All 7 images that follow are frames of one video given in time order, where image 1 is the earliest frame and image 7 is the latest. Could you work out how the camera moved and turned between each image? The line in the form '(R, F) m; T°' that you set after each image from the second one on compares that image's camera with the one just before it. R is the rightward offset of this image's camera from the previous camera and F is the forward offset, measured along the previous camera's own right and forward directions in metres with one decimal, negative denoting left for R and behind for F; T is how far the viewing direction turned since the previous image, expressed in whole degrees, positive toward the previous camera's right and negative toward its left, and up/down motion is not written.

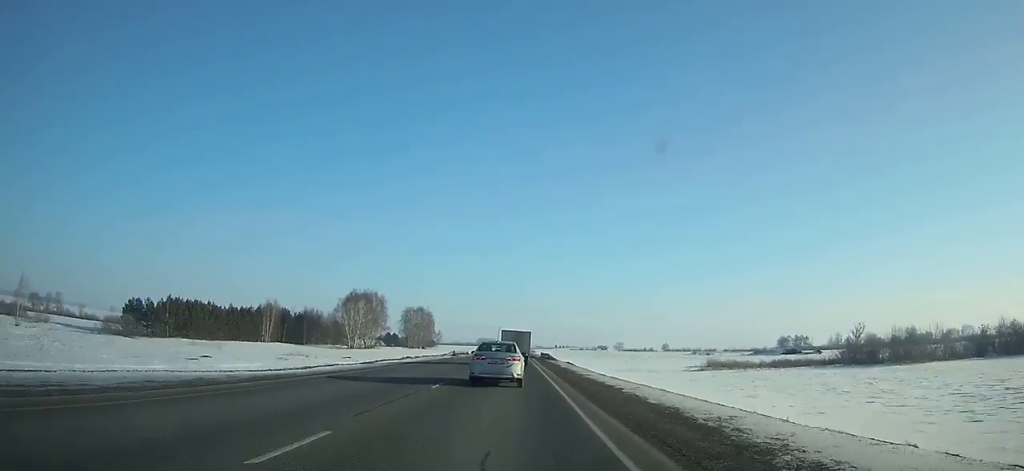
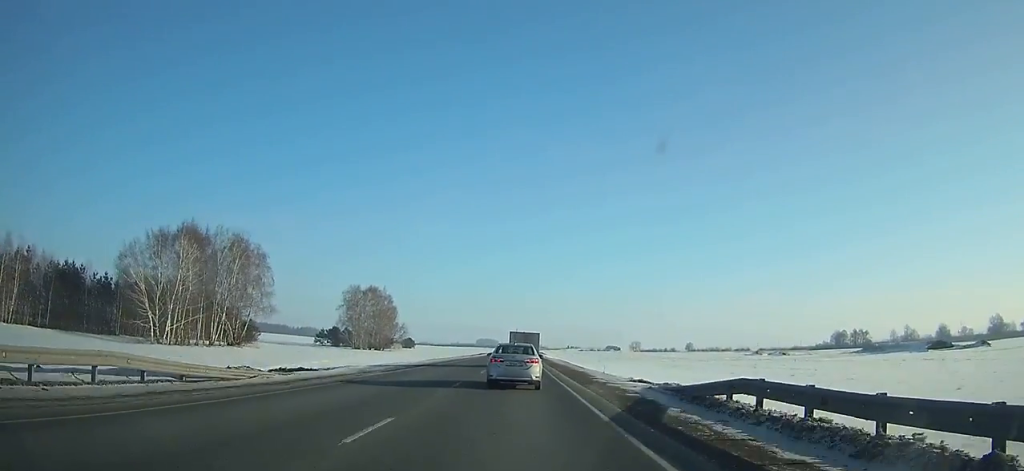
(-0.2, +93.6) m; 0°
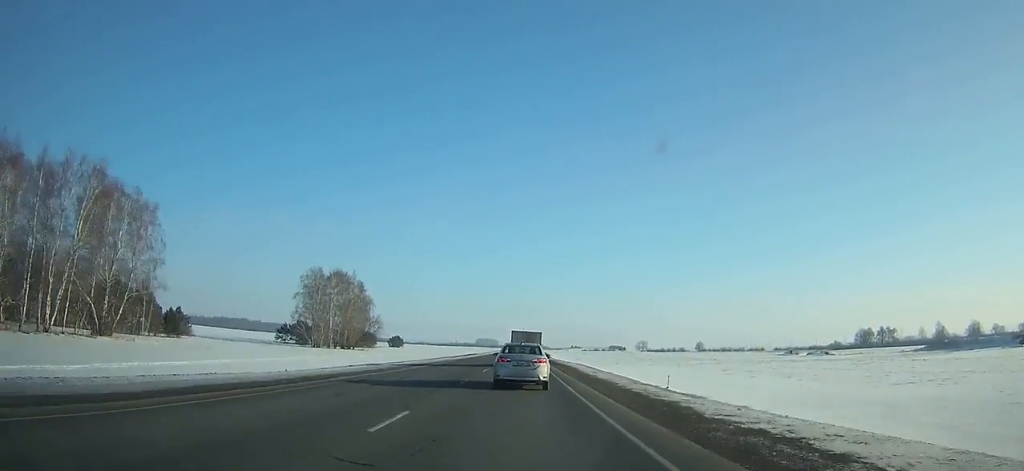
(+0.1, +34.8) m; 0°
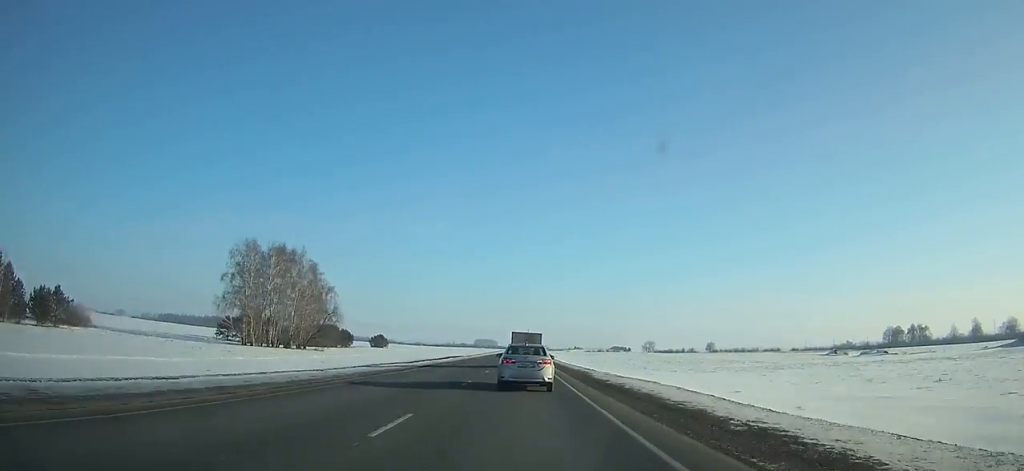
(+0.2, +36.4) m; 0°
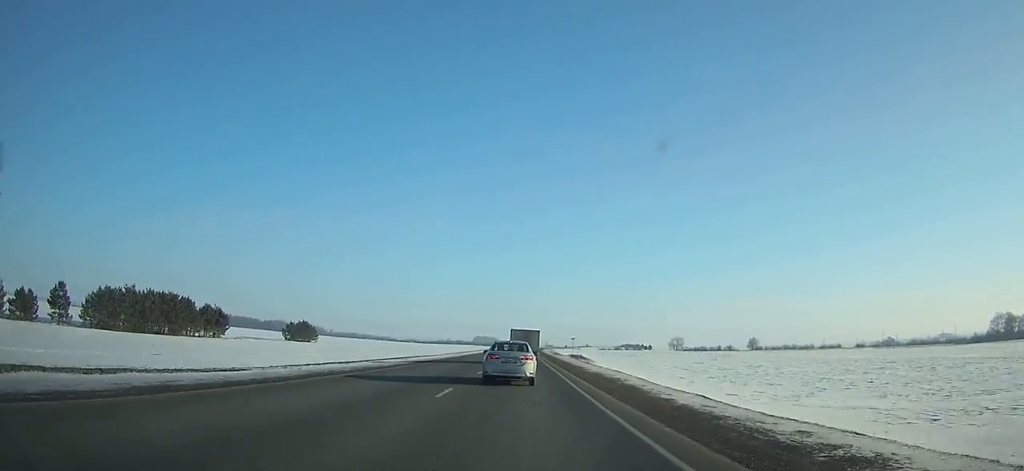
(0.0, +101.4) m; 0°
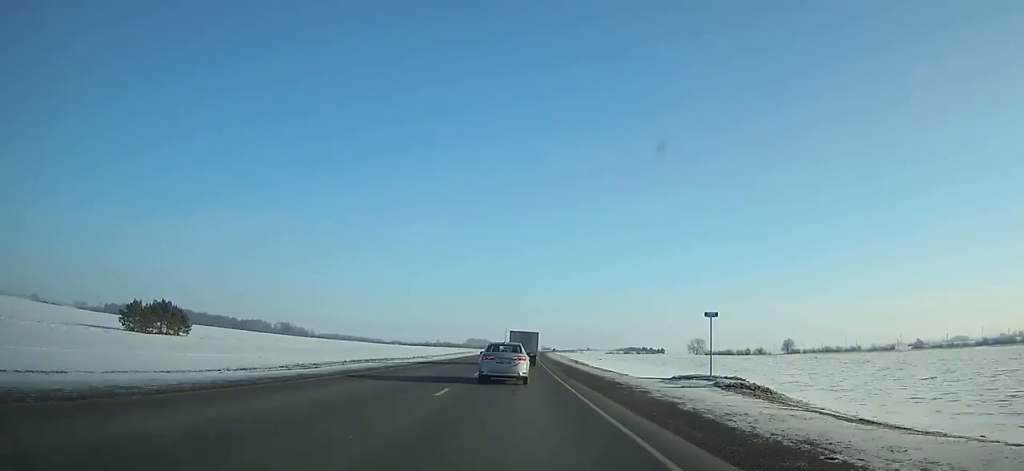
(+0.1, +72.5) m; 0°
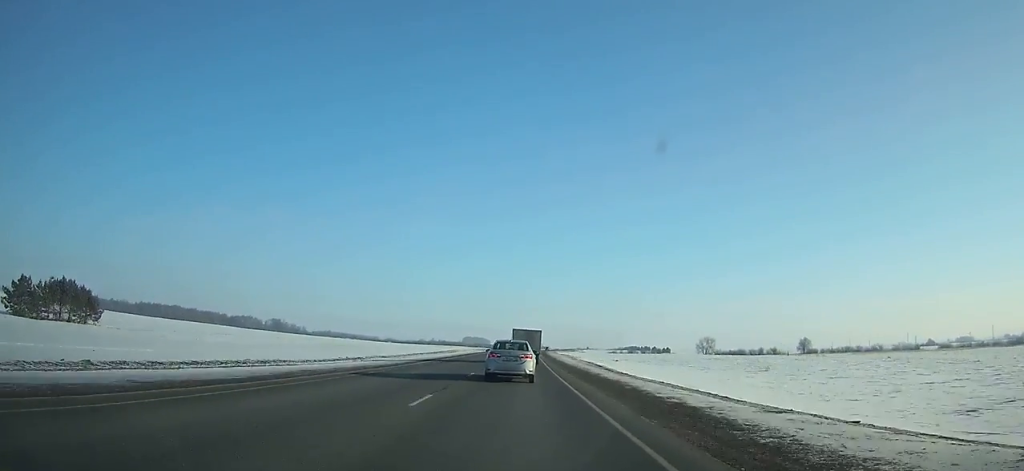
(0.0, +27.2) m; 0°
